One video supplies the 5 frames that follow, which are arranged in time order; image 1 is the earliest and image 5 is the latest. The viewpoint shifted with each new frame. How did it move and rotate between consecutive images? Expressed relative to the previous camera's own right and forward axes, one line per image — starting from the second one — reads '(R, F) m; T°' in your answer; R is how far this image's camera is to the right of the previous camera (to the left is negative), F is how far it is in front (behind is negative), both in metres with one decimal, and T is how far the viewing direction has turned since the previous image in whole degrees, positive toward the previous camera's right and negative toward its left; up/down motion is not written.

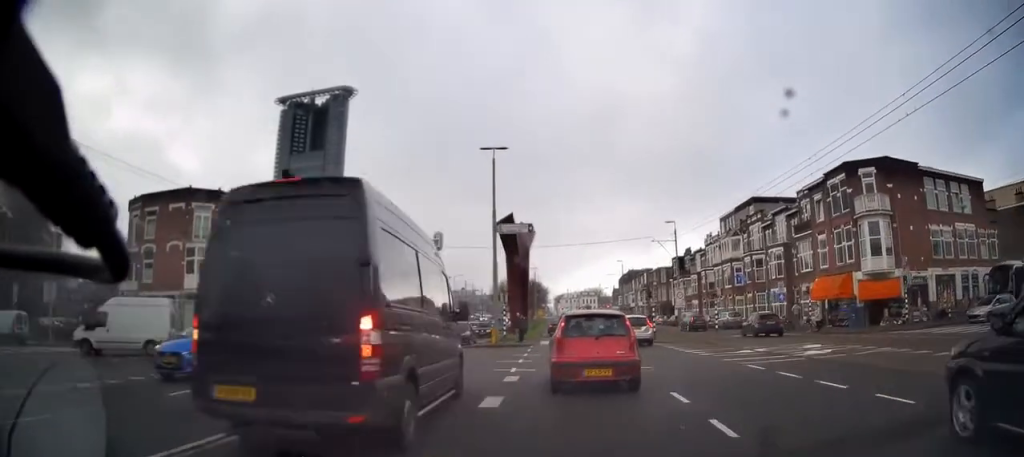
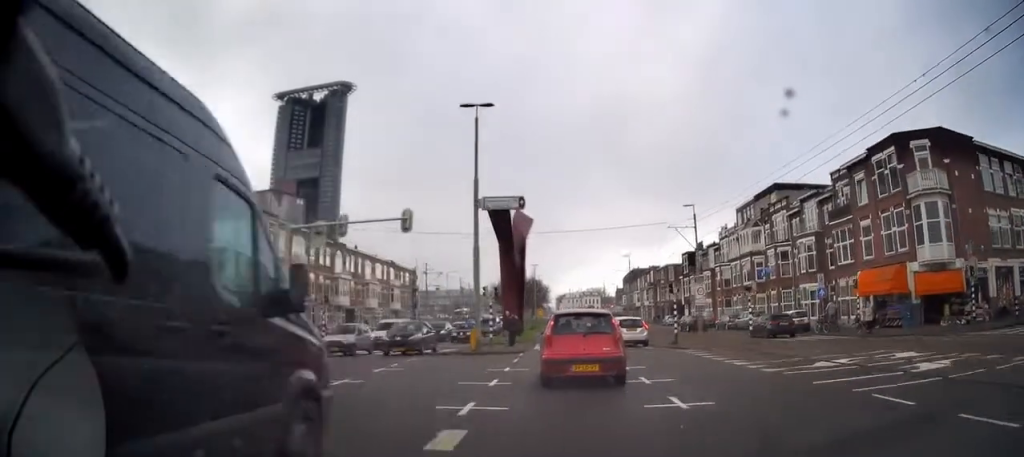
(0.0, +5.4) m; 0°
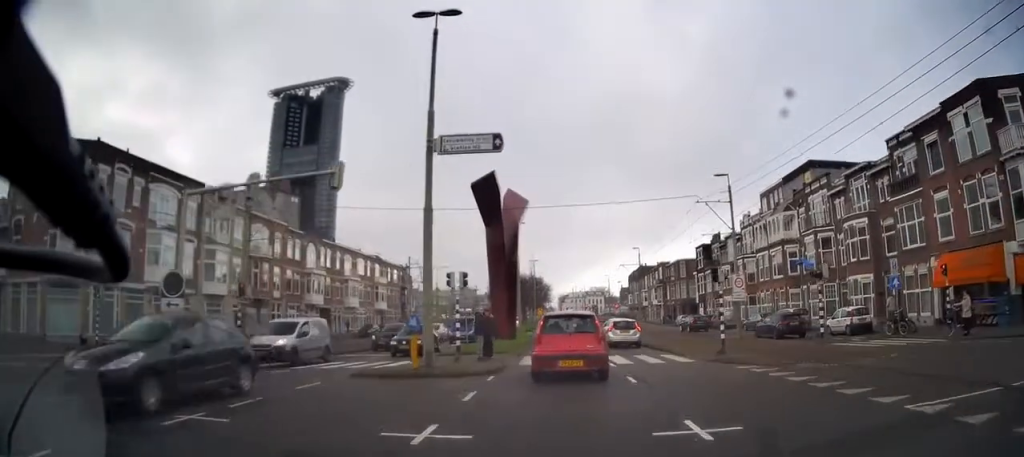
(0.0, +7.2) m; 0°
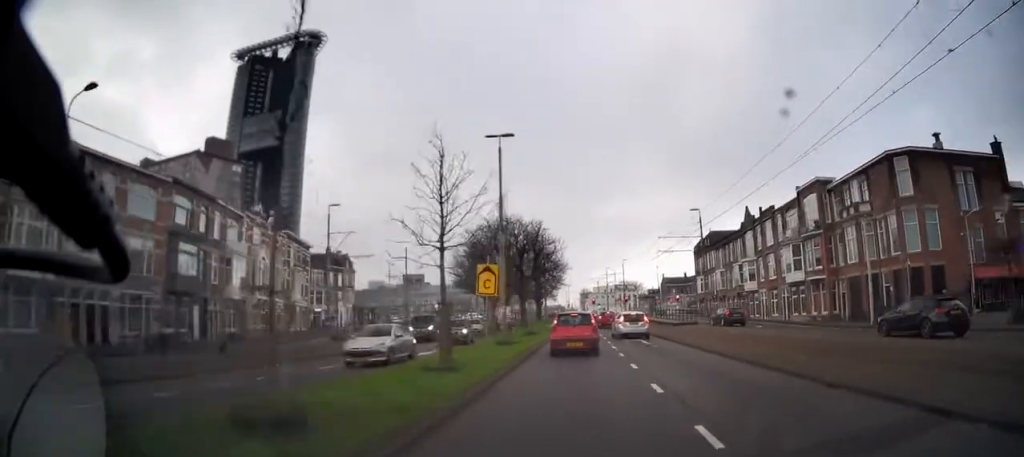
(-0.4, +54.4) m; -2°
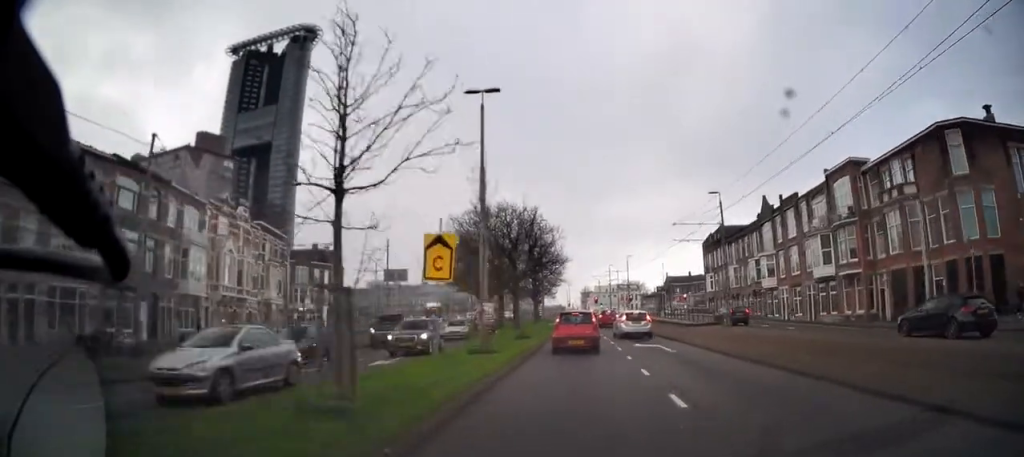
(0.0, +5.6) m; 0°
